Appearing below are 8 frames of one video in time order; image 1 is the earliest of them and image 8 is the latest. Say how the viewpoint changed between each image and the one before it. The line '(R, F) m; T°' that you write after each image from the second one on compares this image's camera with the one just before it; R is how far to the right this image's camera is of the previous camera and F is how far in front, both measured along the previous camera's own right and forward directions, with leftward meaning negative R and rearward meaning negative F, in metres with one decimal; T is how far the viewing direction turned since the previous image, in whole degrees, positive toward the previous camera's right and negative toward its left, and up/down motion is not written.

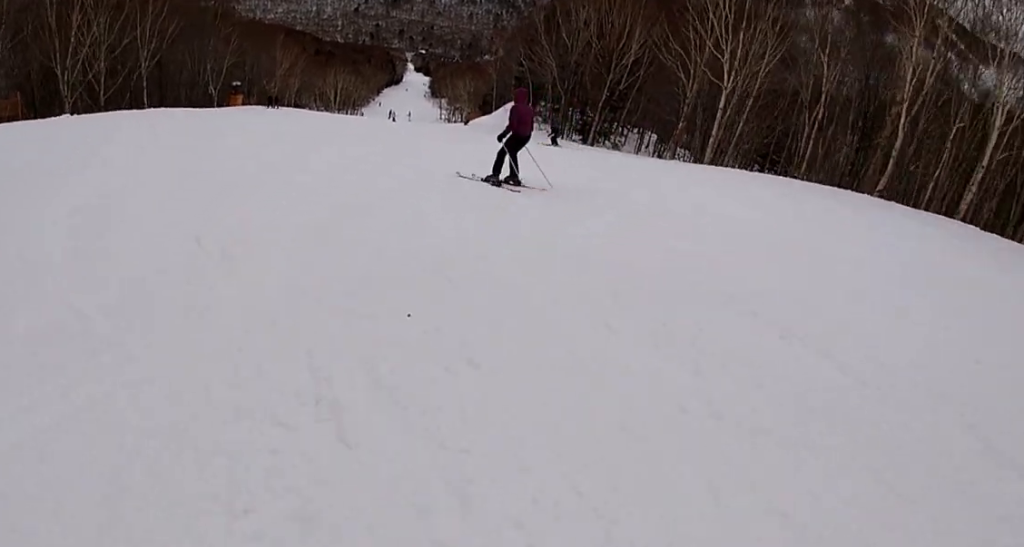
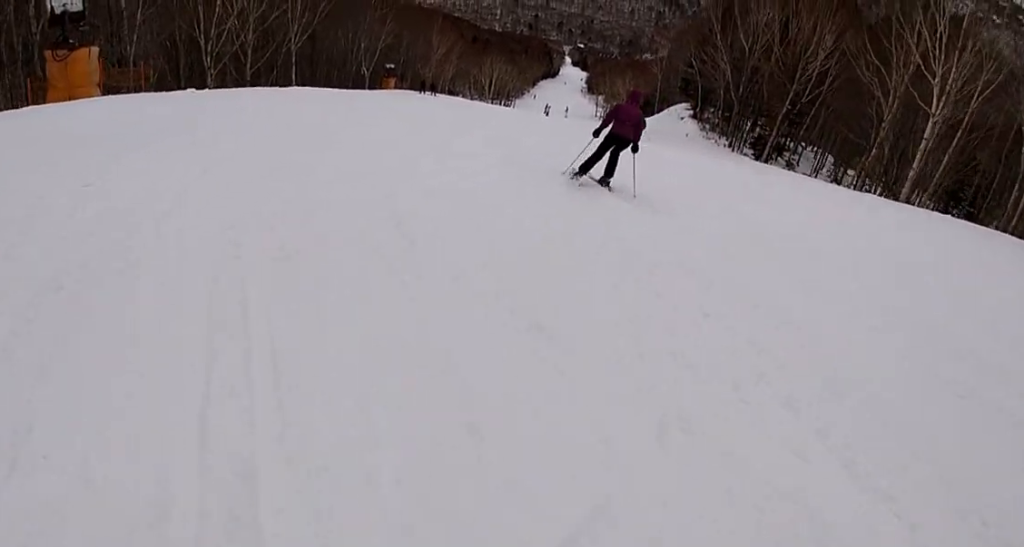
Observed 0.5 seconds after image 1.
(-0.6, +3.0) m; -10°
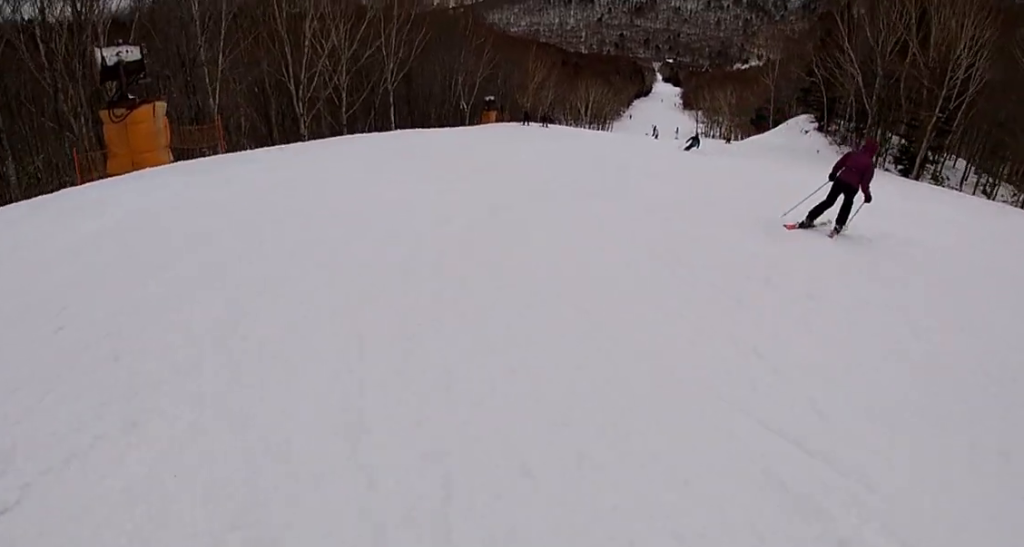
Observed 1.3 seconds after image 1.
(-0.7, +4.5) m; -8°
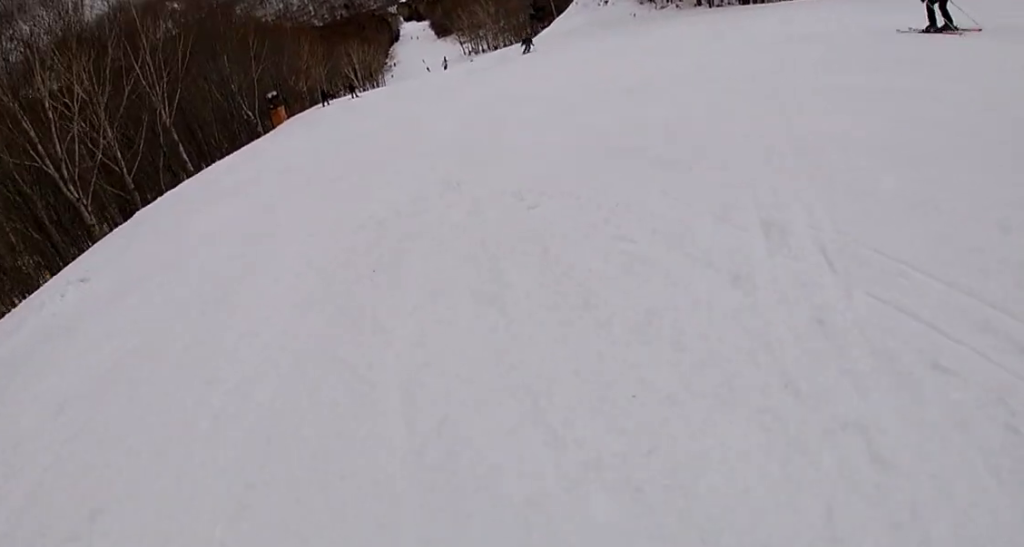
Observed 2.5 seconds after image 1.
(+0.7, +7.6) m; +17°
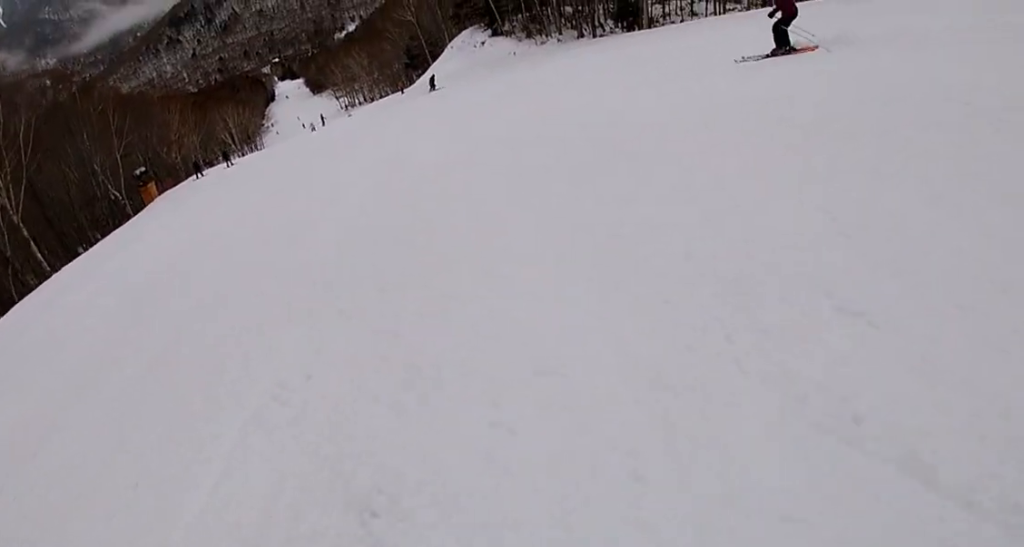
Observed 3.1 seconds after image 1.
(+0.5, +3.7) m; +9°
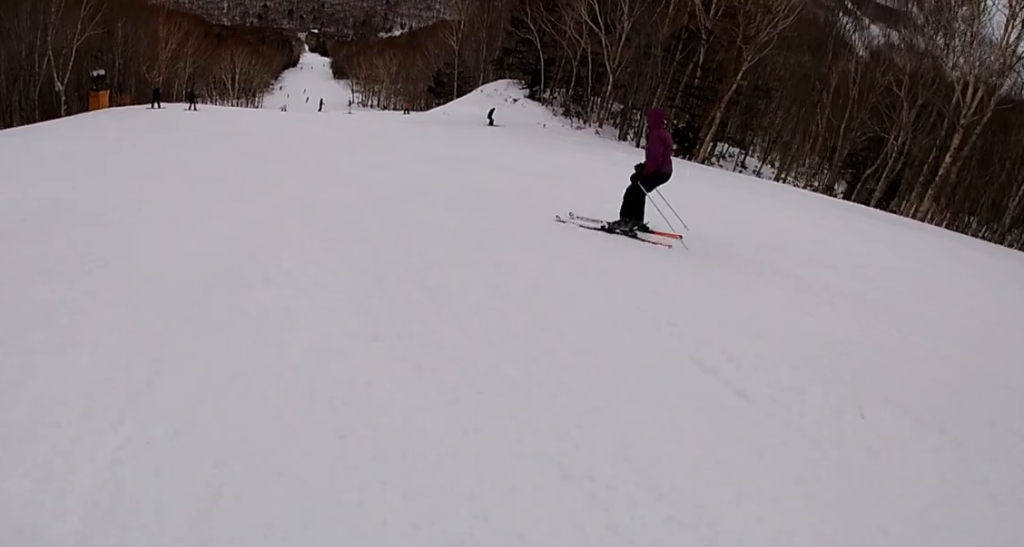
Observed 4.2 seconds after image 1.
(+0.1, +6.5) m; -4°
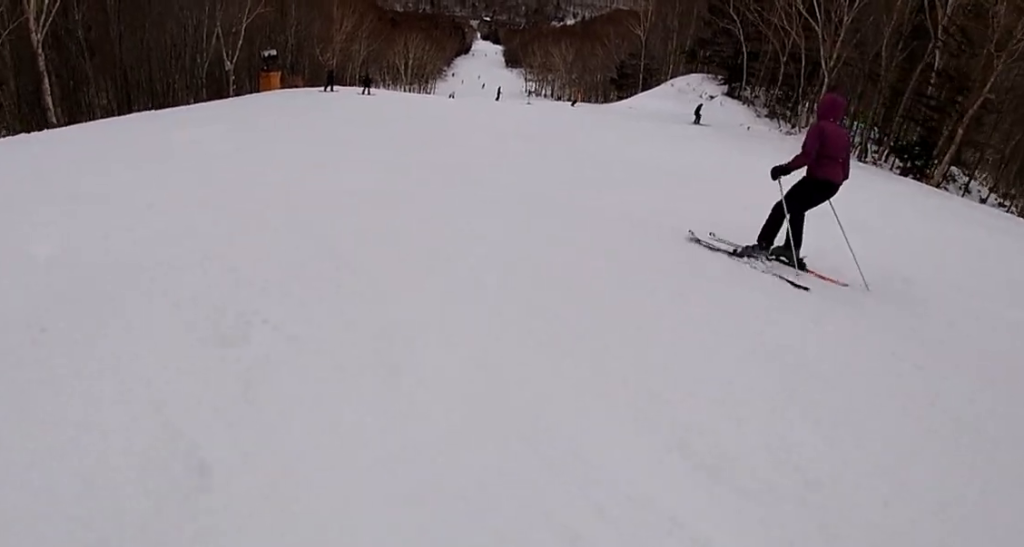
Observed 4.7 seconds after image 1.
(-0.2, +3.5) m; -7°
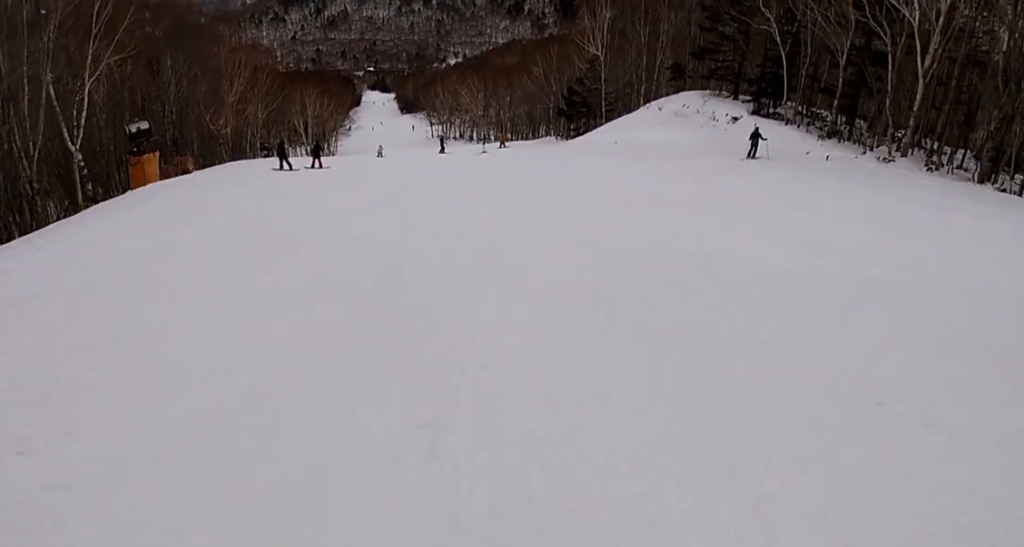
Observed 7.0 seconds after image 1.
(-0.2, +14.5) m; +6°
